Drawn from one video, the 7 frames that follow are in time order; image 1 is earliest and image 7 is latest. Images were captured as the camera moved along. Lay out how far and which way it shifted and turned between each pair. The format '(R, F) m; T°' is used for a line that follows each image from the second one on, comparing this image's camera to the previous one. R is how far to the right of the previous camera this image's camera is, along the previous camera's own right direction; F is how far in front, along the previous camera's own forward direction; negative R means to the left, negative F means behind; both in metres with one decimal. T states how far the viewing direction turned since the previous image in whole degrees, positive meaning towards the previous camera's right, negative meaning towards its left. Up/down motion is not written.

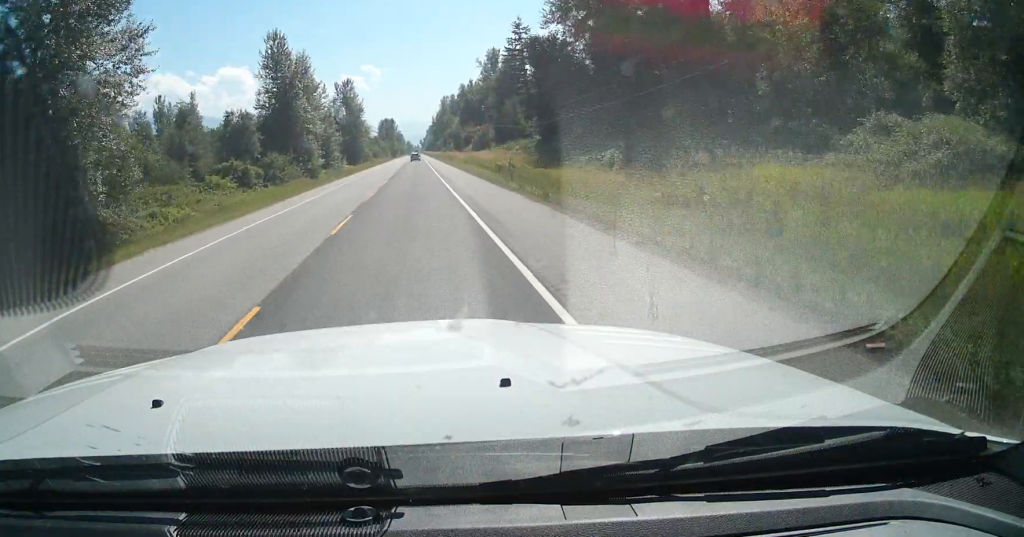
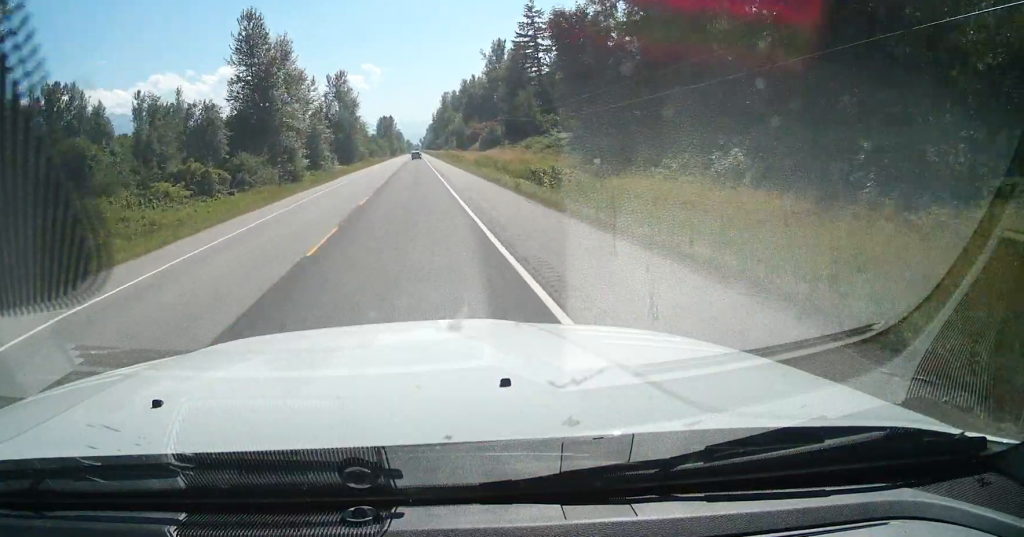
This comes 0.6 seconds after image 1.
(0.0, +16.2) m; 0°
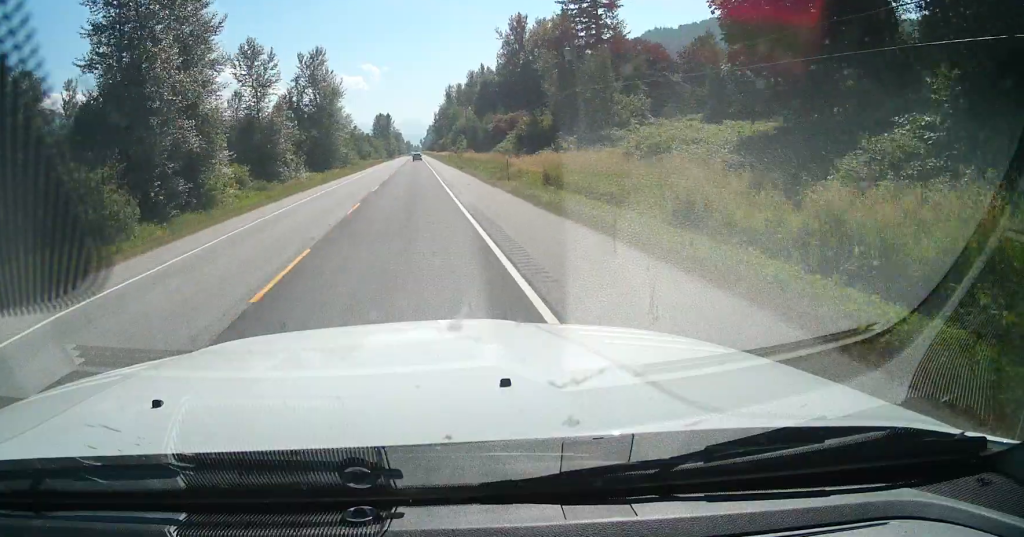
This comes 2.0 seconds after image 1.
(0.0, +42.4) m; 0°
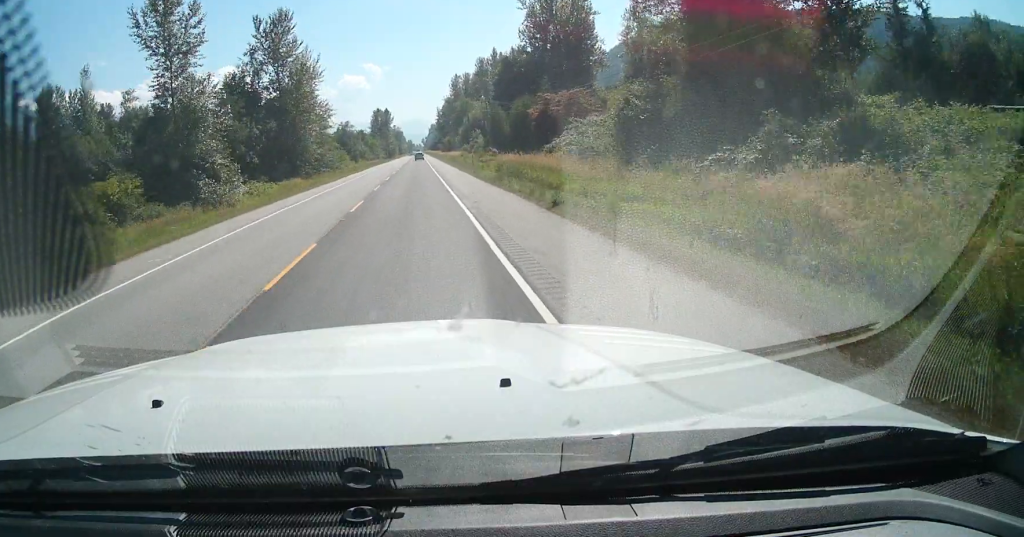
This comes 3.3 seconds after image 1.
(-0.1, +40.1) m; 0°
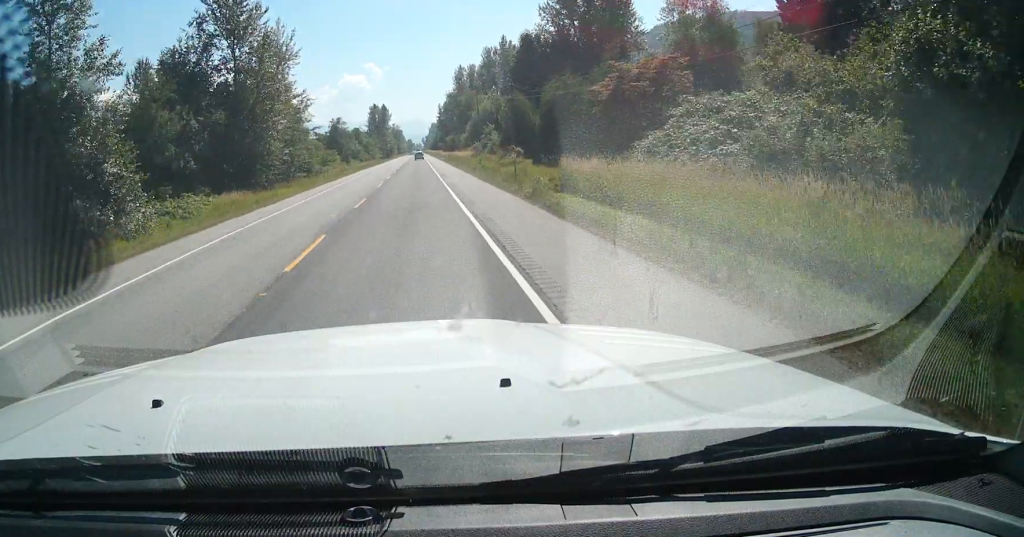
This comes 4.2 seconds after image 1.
(0.0, +27.1) m; 0°
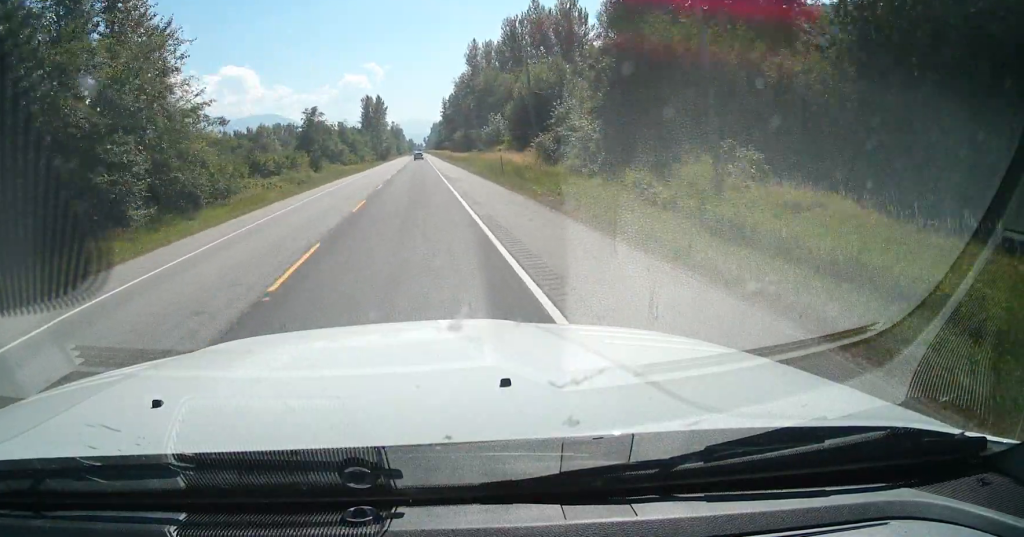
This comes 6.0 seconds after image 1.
(+0.3, +53.8) m; 0°
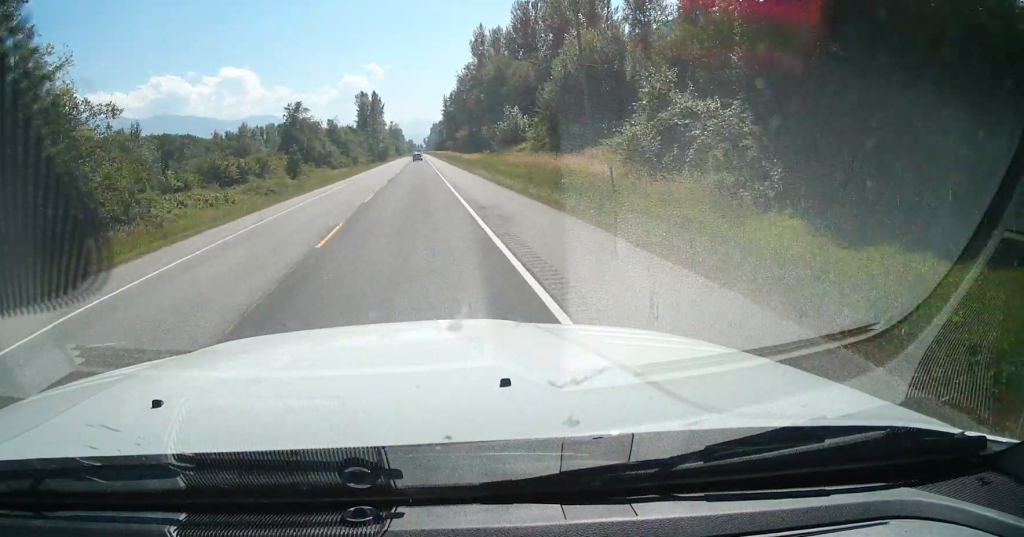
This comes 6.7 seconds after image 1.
(+0.3, +20.9) m; -1°
